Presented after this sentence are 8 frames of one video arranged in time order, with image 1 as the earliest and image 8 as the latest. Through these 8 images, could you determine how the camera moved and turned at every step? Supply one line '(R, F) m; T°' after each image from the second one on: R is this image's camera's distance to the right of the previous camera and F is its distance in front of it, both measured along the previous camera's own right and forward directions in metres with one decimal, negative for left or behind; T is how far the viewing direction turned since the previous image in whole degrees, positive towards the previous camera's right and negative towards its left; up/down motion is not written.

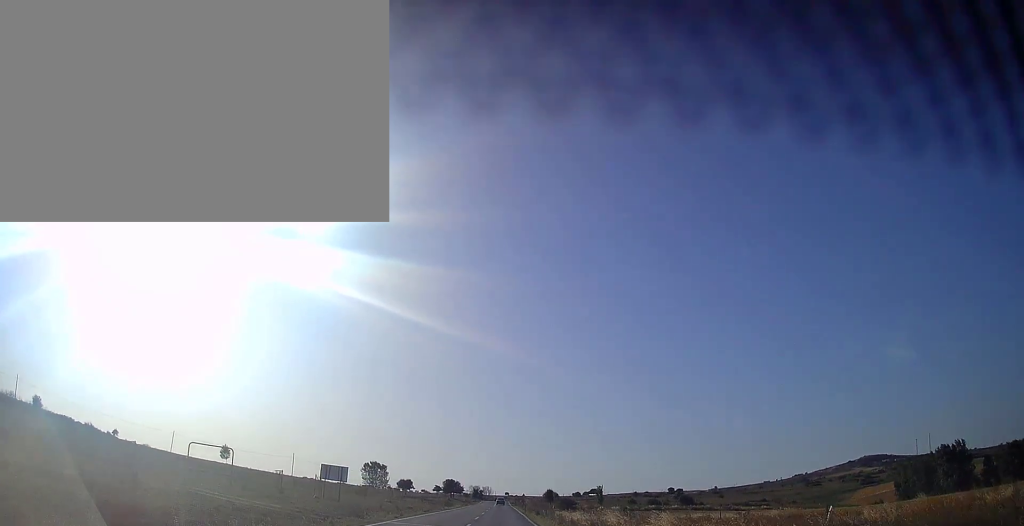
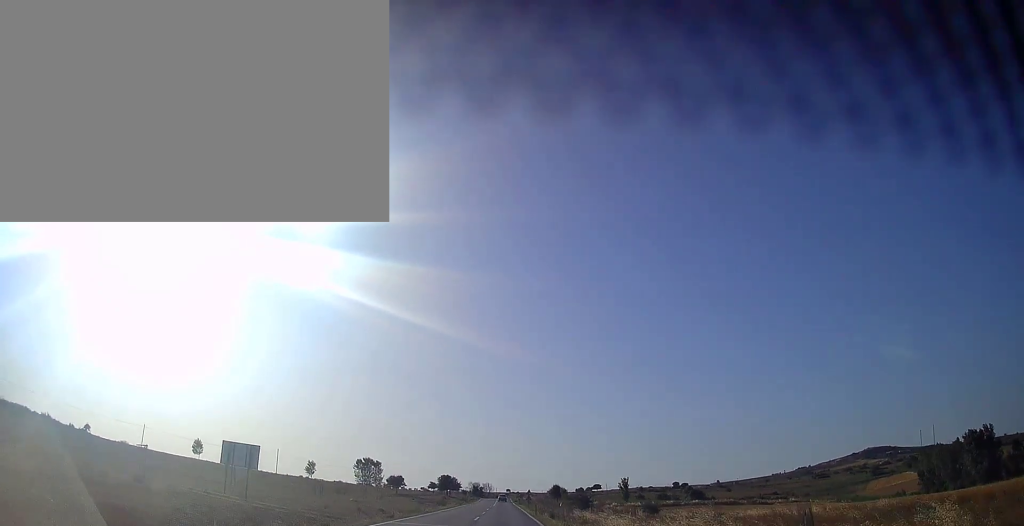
(-0.1, +15.6) m; 0°
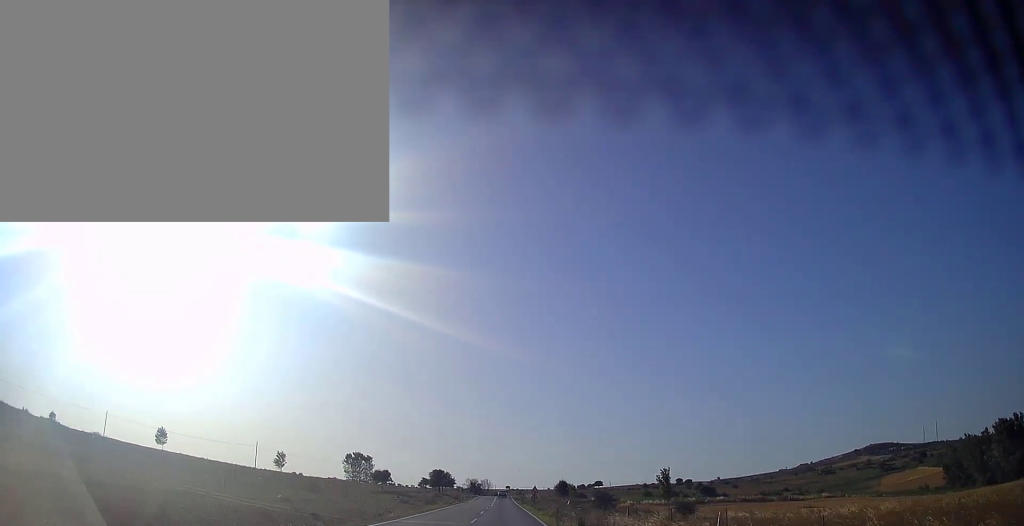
(0.0, +16.3) m; 0°
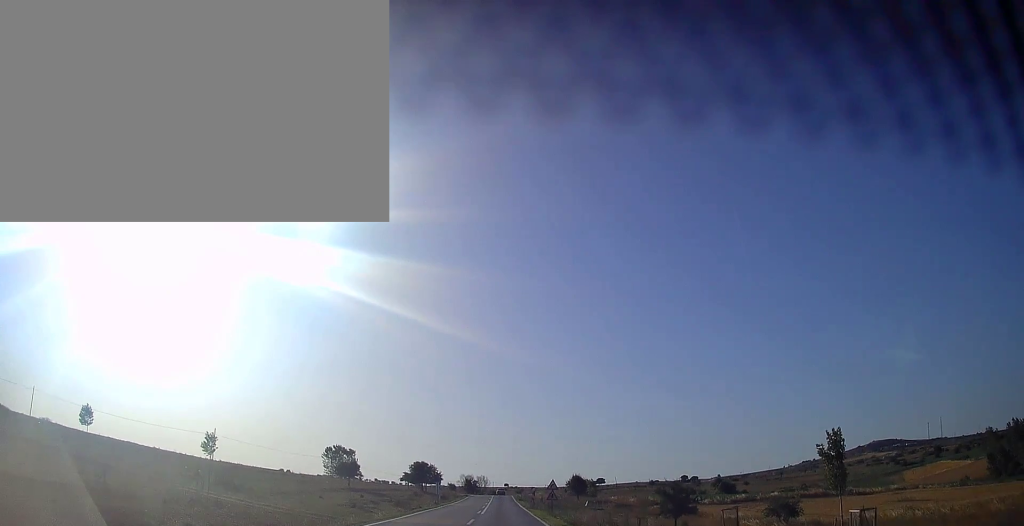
(+0.1, +25.0) m; 0°
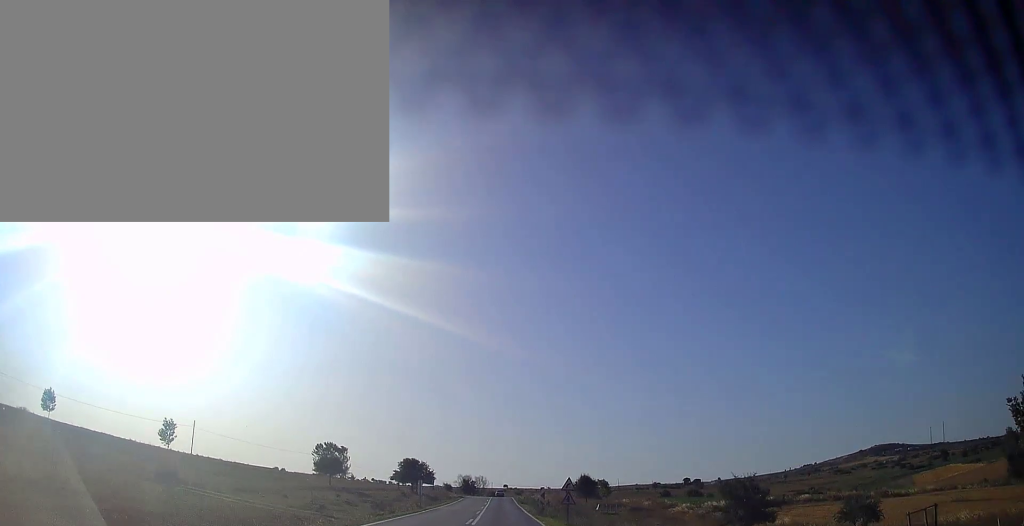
(0.0, +11.4) m; 0°
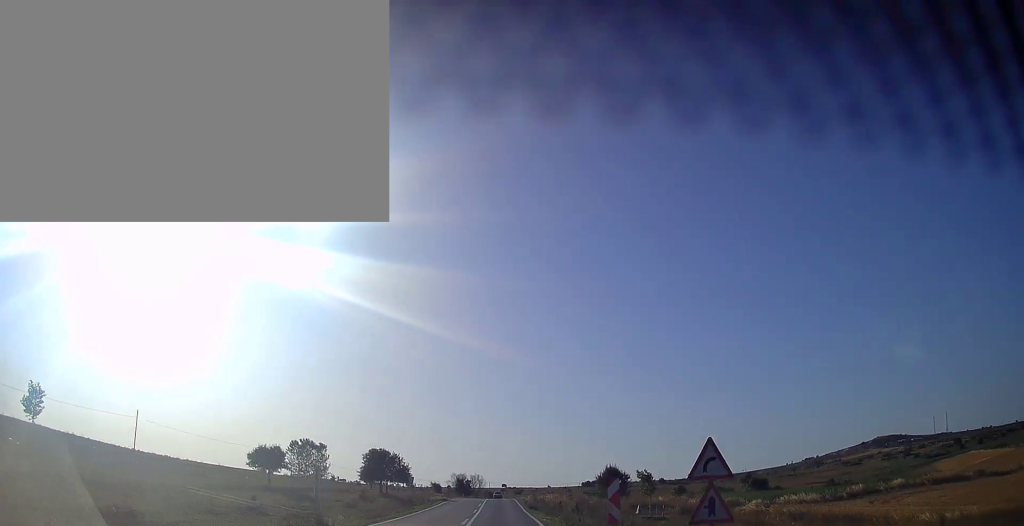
(+0.1, +22.3) m; 0°
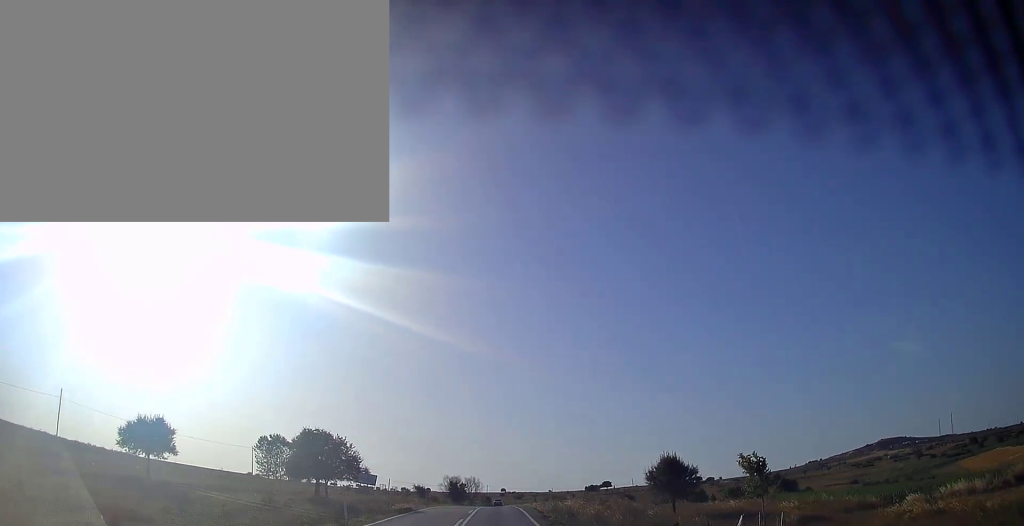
(+0.1, +23.9) m; 0°
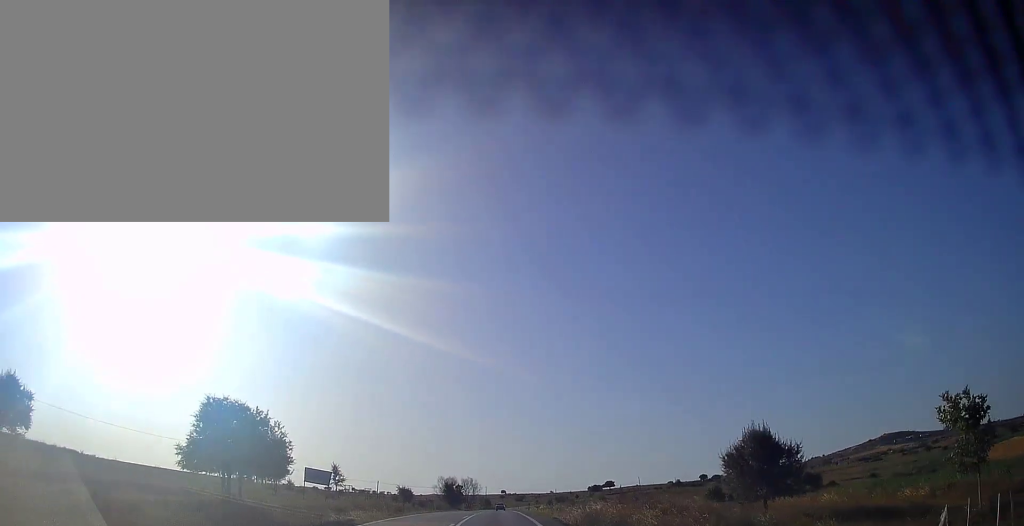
(-0.1, +15.7) m; 0°
